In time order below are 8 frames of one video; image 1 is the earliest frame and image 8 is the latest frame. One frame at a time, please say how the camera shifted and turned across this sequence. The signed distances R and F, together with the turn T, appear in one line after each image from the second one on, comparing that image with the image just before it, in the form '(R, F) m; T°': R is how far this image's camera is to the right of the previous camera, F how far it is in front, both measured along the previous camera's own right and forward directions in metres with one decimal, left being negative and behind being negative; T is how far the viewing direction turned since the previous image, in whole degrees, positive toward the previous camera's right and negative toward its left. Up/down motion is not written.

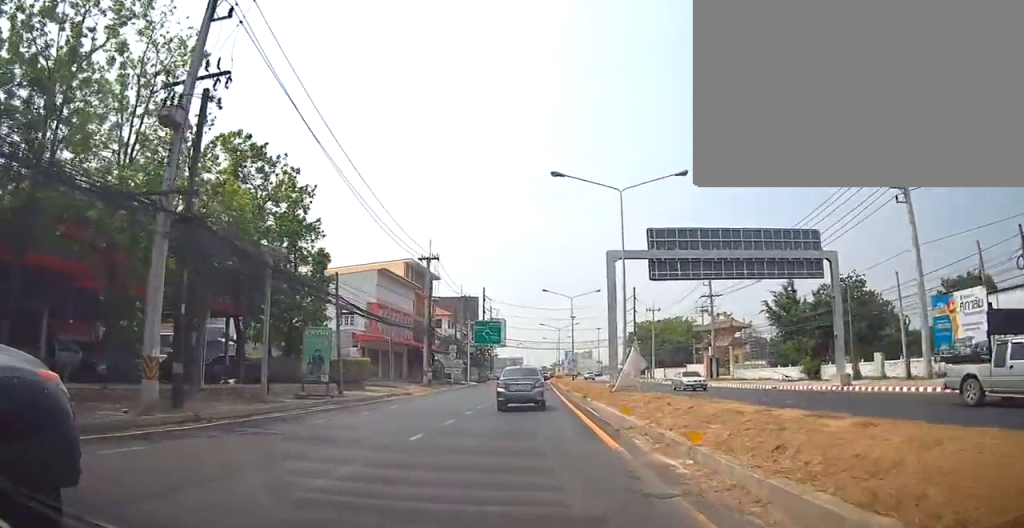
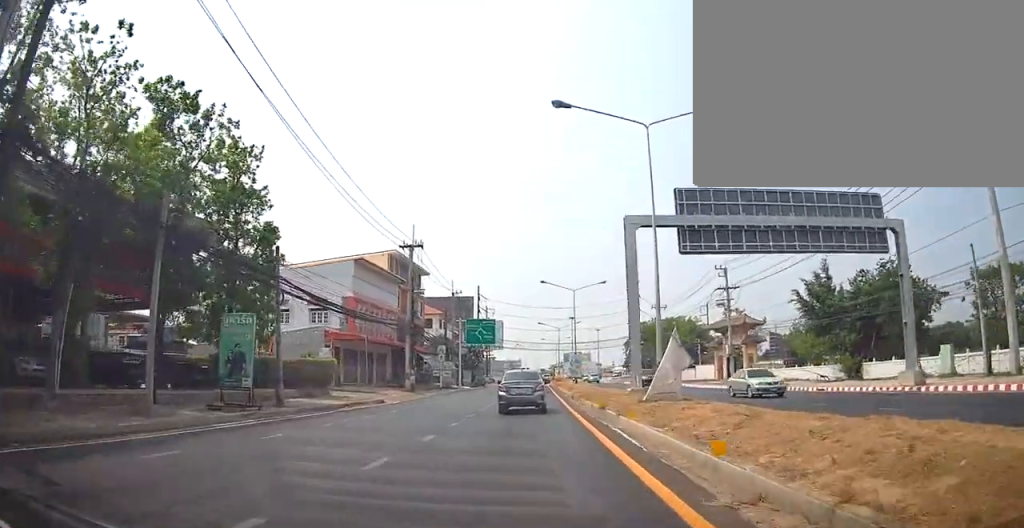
(-0.5, +7.1) m; 0°
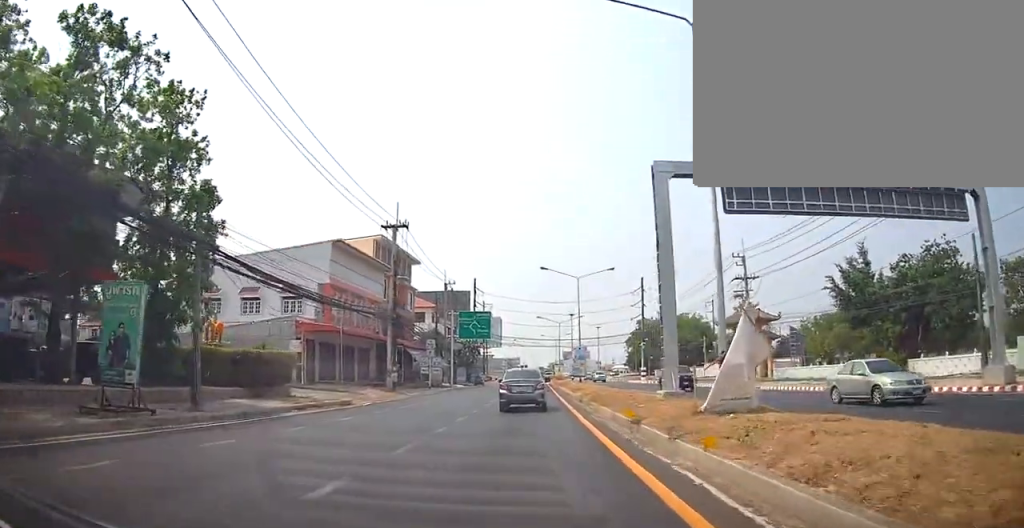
(0.0, +6.1) m; +1°
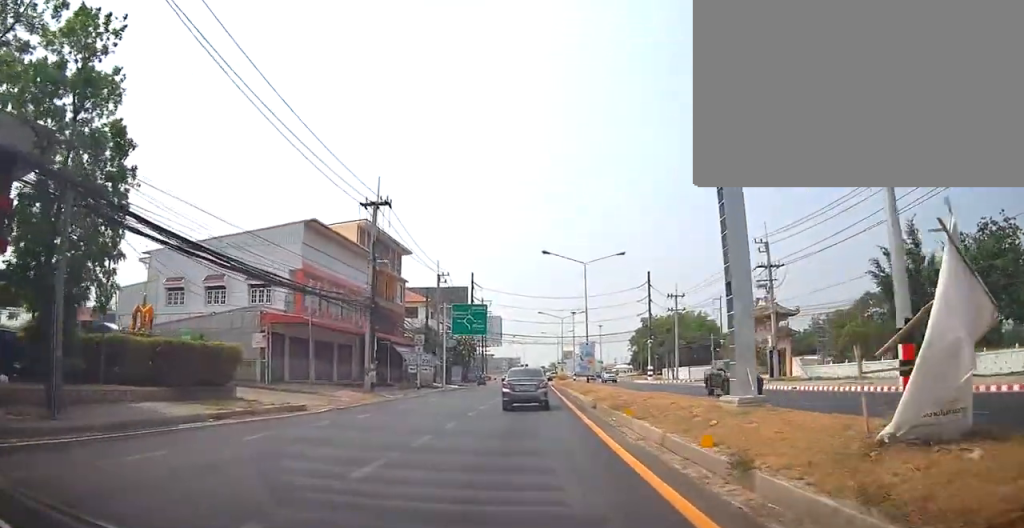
(+0.3, +5.9) m; +2°
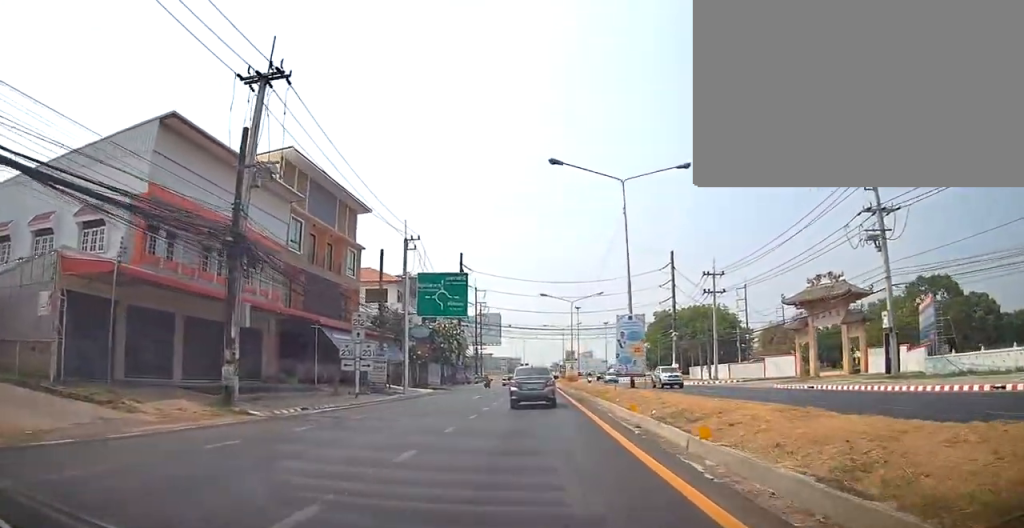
(+0.2, +17.8) m; -3°
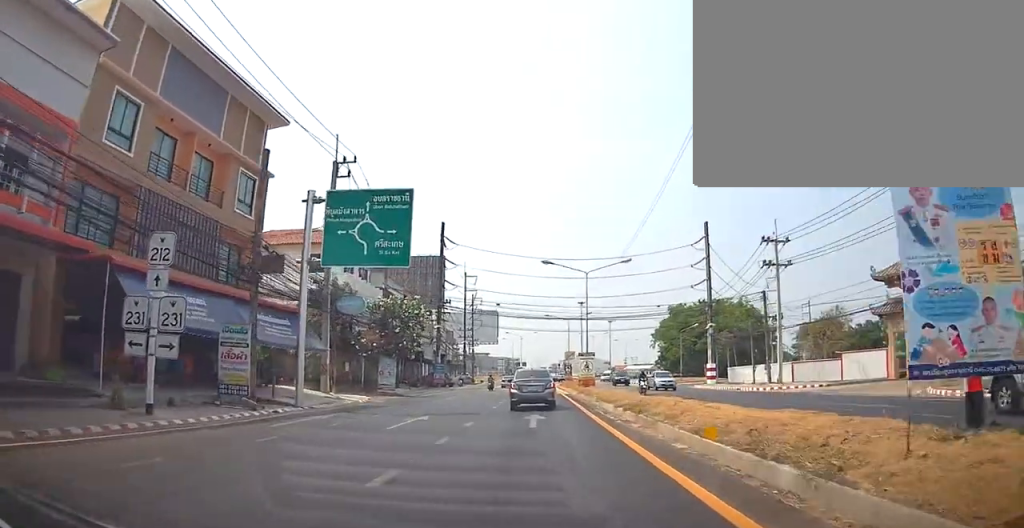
(-0.4, +18.4) m; +1°
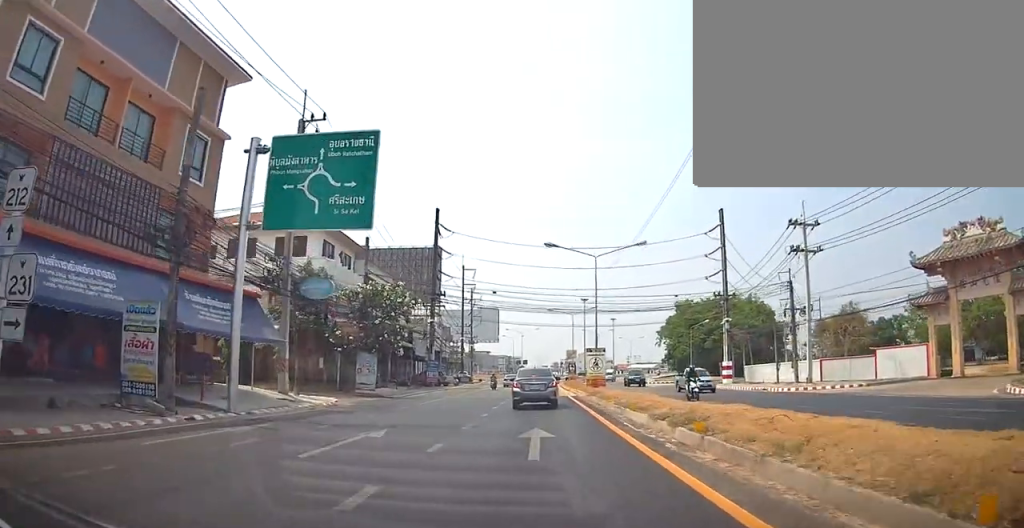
(+0.1, +5.4) m; +2°
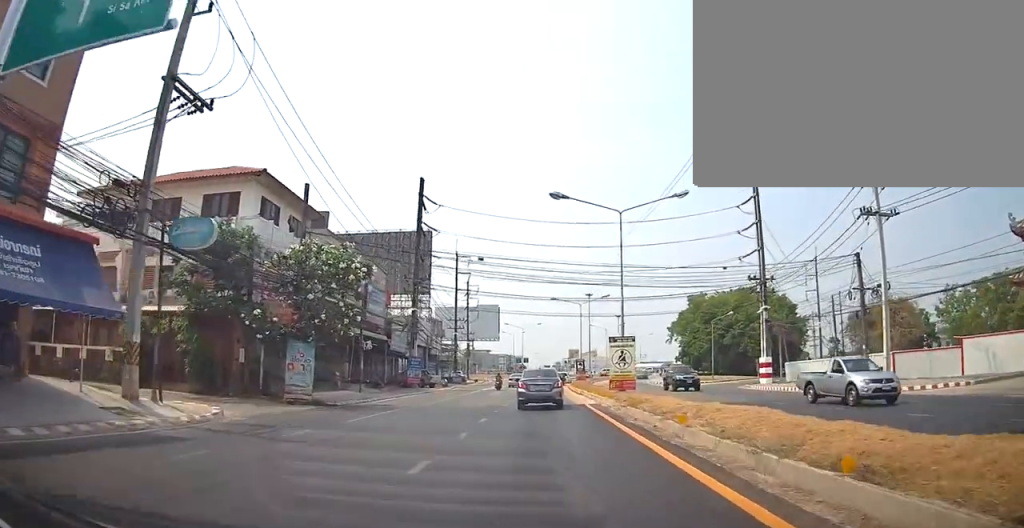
(0.0, +10.5) m; 0°
